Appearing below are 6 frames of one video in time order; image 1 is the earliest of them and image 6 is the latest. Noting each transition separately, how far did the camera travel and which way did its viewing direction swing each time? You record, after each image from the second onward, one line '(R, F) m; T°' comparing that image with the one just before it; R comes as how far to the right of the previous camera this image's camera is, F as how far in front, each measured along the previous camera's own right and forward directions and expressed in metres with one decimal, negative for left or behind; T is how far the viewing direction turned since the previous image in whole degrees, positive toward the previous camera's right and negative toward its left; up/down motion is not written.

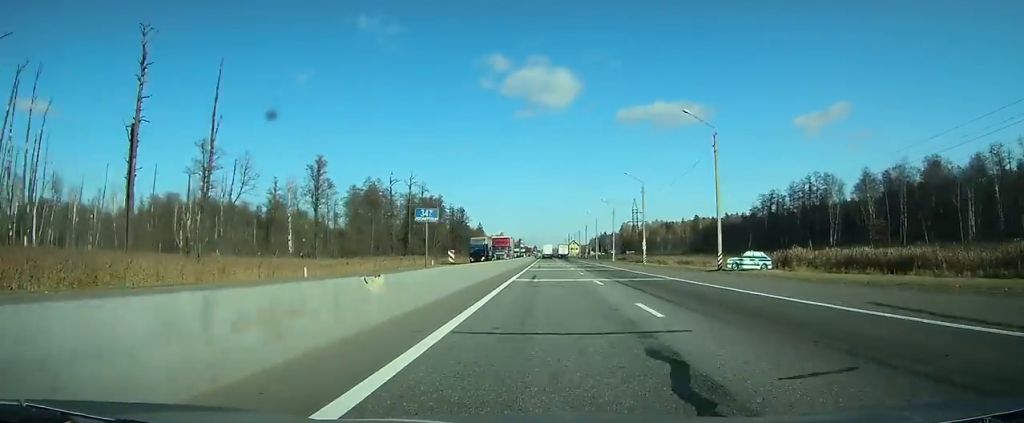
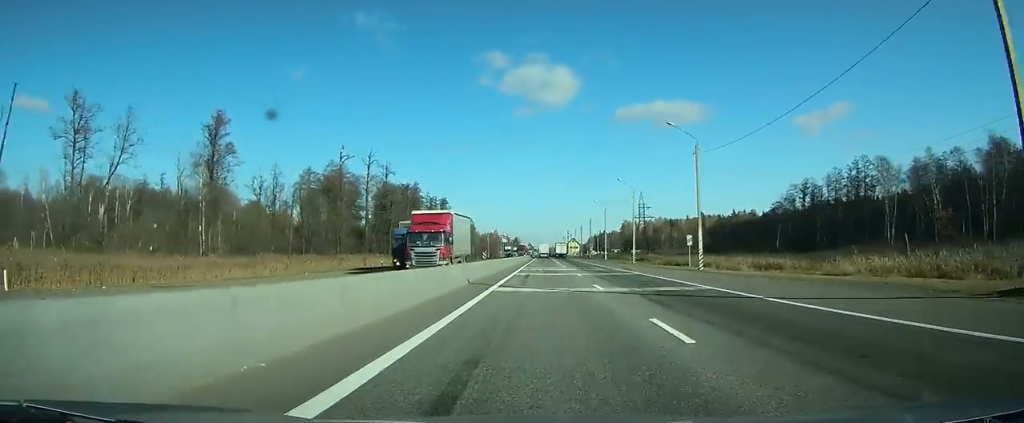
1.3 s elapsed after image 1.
(0.0, +26.3) m; 0°
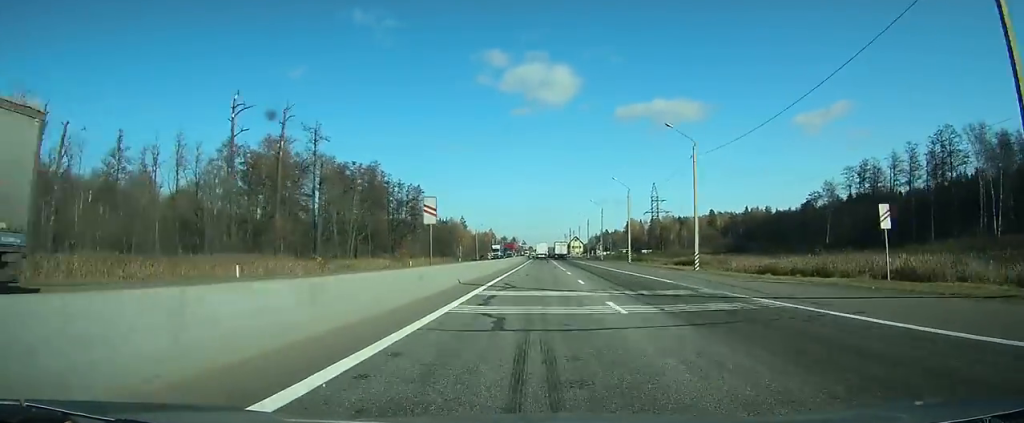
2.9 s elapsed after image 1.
(+0.1, +31.0) m; 0°
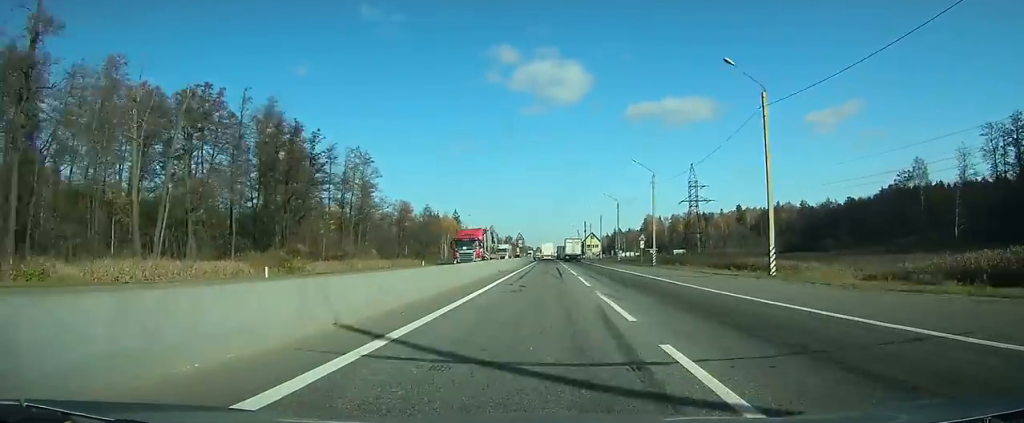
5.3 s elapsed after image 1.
(-0.1, +47.0) m; -1°
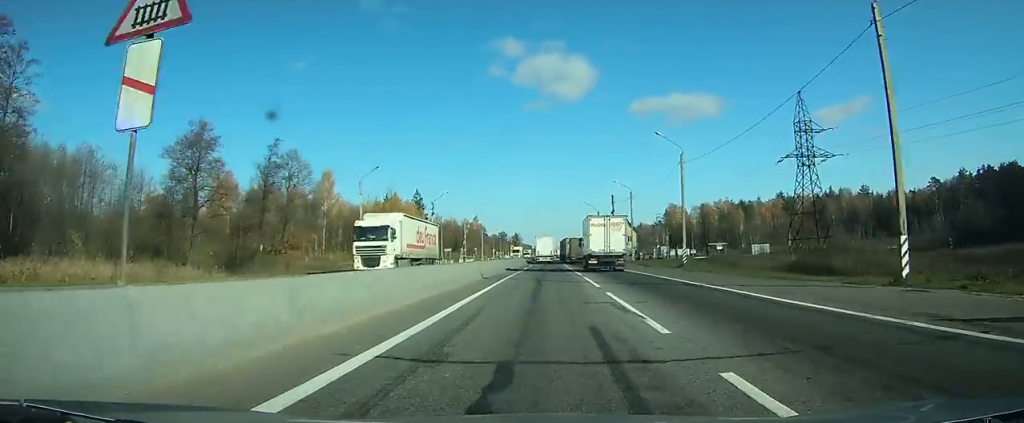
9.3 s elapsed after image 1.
(-0.8, +71.8) m; -1°
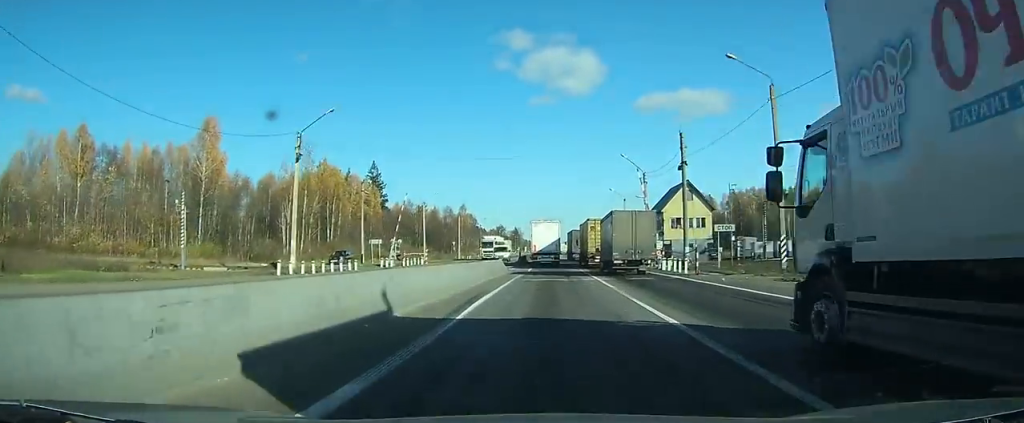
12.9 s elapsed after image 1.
(-0.5, +46.0) m; -1°
